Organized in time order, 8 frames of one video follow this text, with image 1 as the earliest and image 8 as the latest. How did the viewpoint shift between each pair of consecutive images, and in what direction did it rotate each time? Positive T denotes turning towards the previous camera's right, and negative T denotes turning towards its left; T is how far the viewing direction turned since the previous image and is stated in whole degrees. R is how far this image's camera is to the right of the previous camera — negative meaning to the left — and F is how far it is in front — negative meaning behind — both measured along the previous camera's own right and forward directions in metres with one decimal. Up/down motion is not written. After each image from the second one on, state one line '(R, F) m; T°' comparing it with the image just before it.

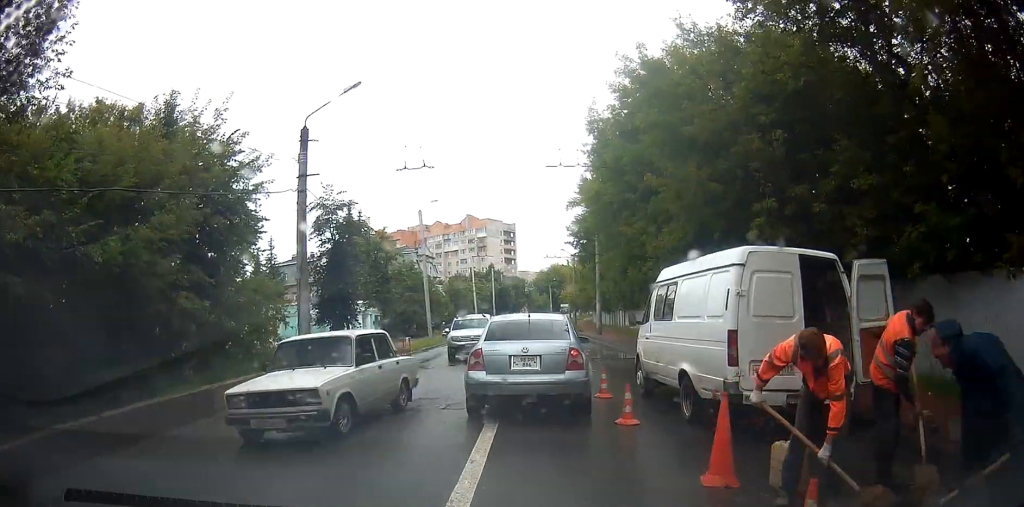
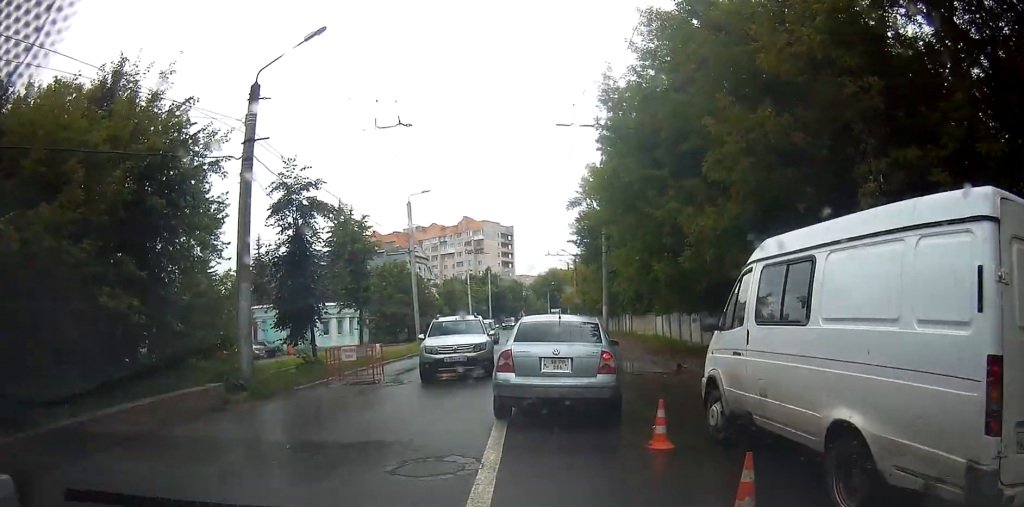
(-0.1, +4.7) m; +3°
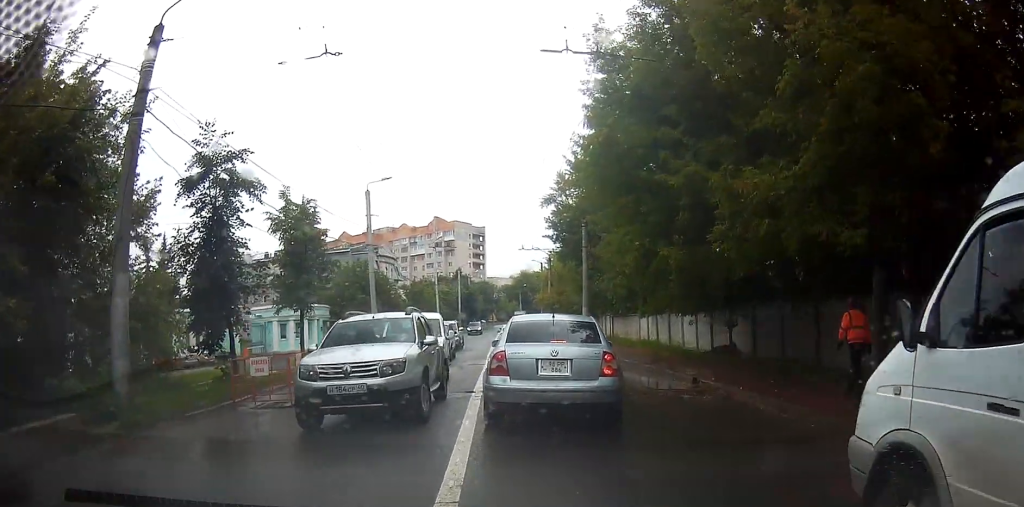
(+0.4, +4.5) m; +2°
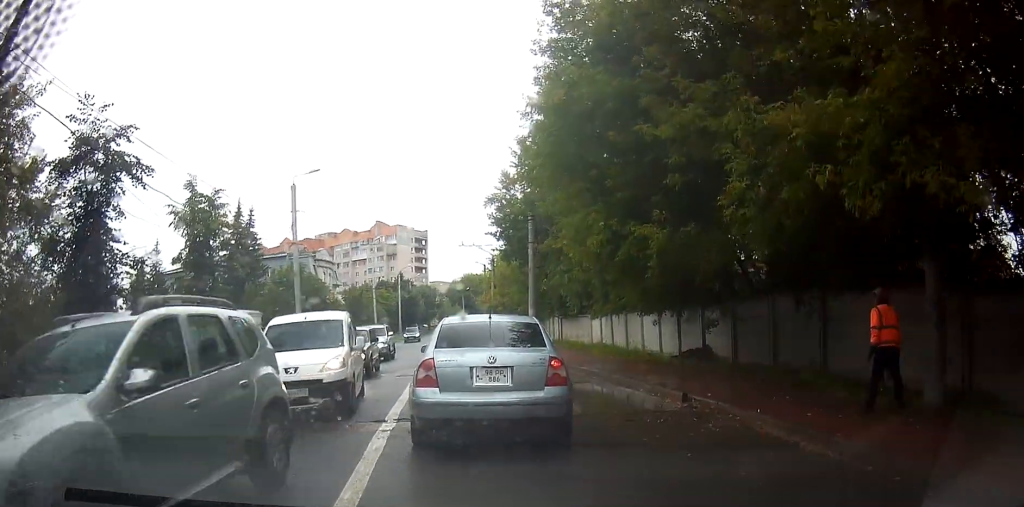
(-0.2, +3.7) m; -2°
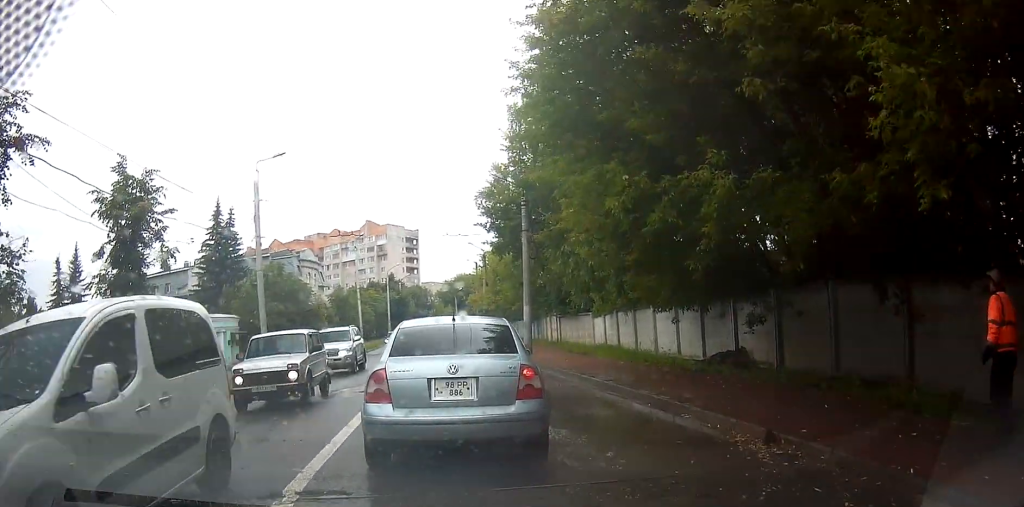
(-0.1, +4.7) m; -2°
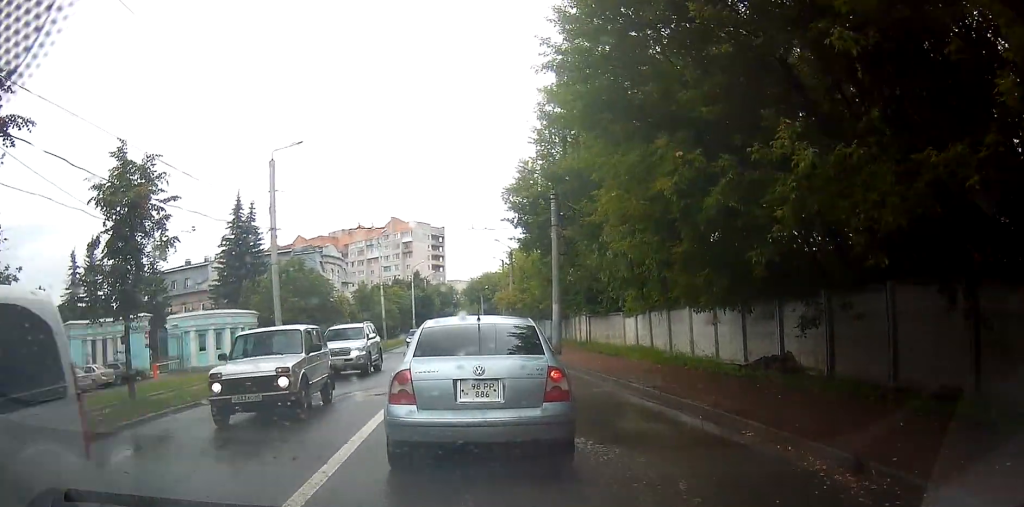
(0.0, +1.8) m; 0°
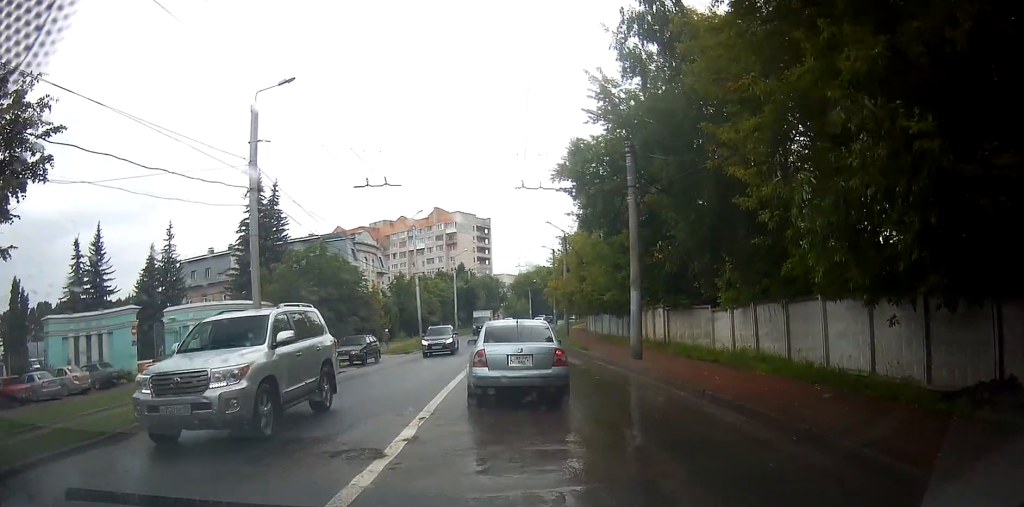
(0.0, +8.1) m; -2°
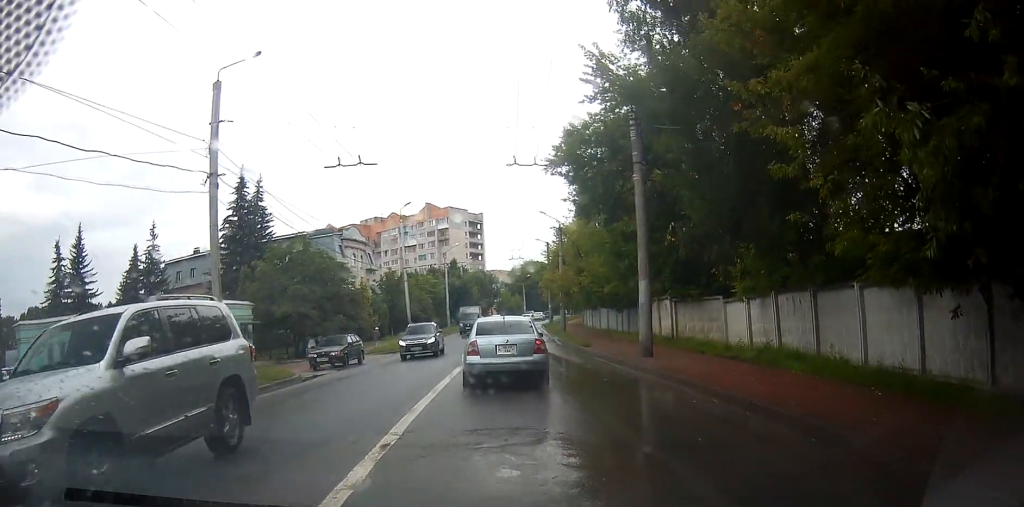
(-0.2, +2.2) m; -1°
